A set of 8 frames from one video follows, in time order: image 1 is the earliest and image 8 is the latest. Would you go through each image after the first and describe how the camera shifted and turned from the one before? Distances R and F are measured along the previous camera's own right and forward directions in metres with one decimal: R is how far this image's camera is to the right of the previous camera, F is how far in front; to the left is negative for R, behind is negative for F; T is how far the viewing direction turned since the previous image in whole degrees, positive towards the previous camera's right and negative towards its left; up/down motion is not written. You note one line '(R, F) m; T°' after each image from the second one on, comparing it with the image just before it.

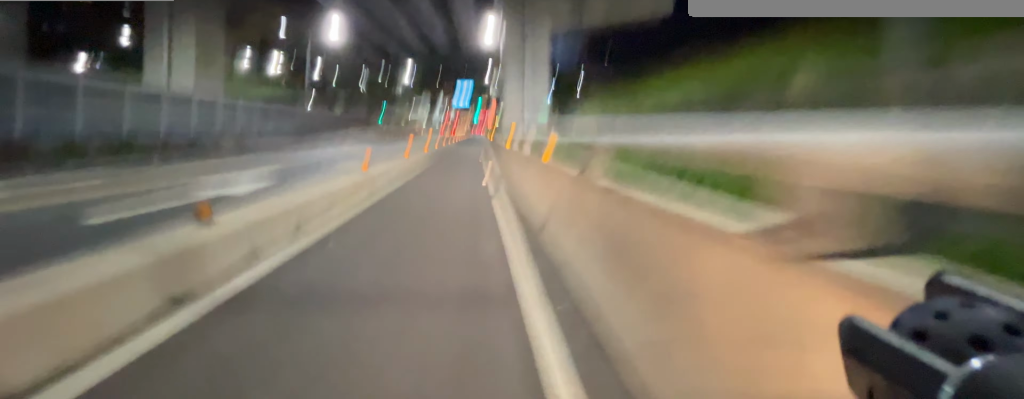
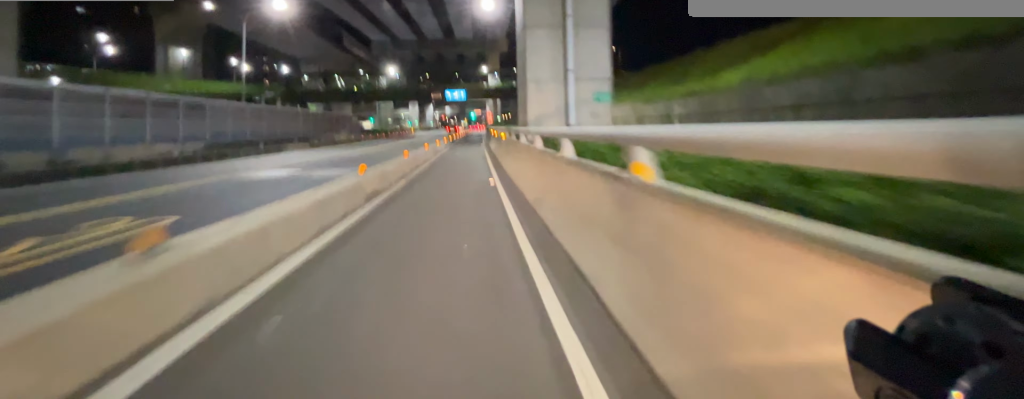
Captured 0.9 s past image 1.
(0.0, +12.0) m; 0°
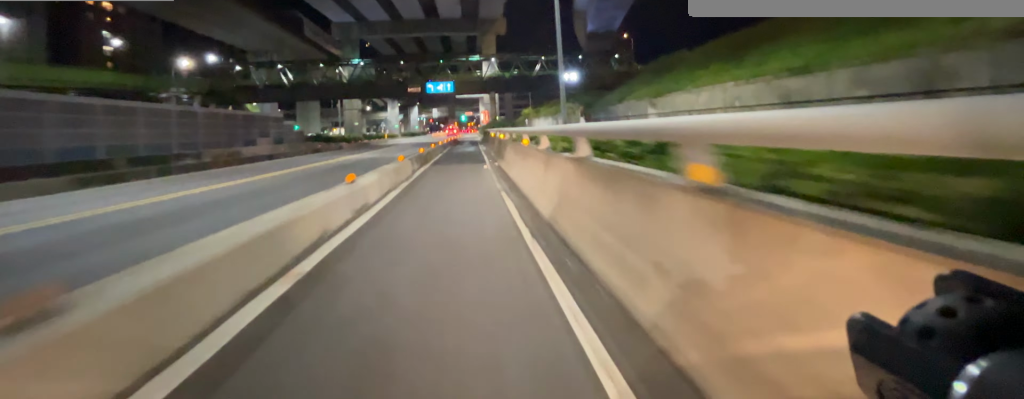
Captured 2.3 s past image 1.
(-0.2, +16.3) m; -2°
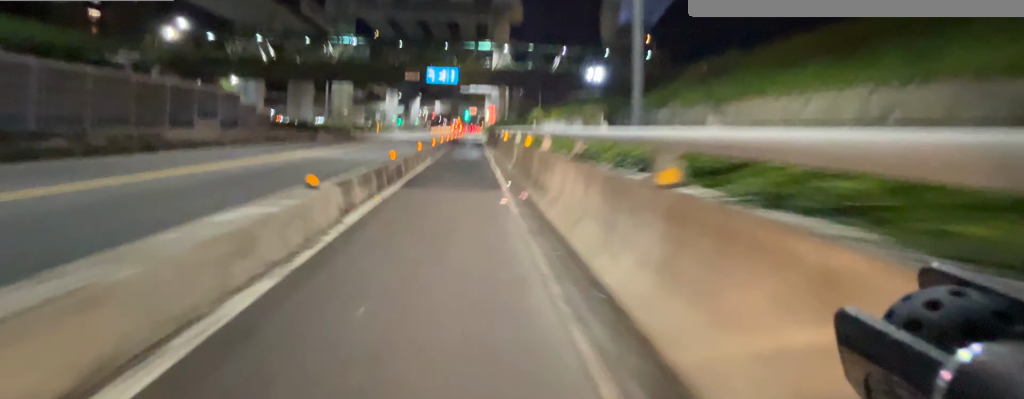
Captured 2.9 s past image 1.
(0.0, +6.8) m; 0°
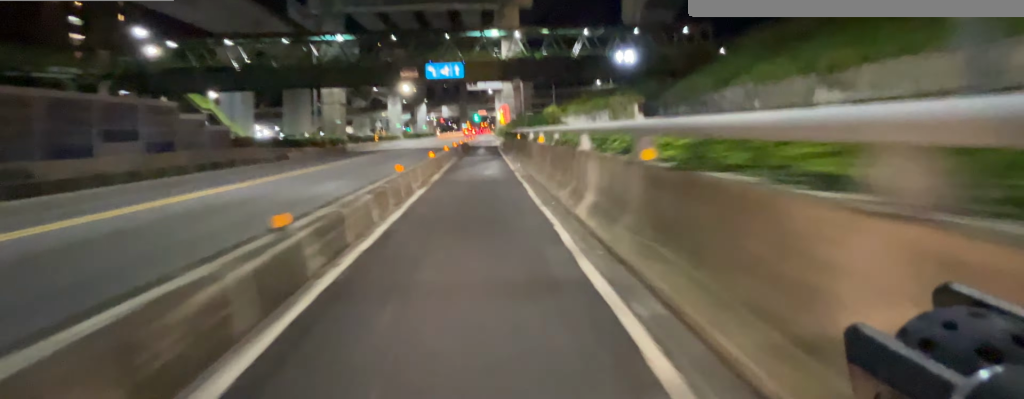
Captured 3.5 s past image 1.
(0.0, +6.3) m; 0°
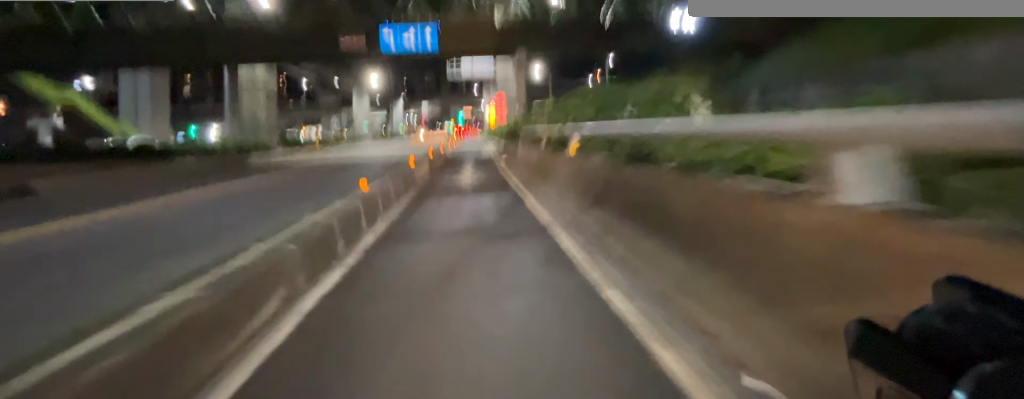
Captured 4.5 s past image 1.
(+0.1, +11.7) m; 0°
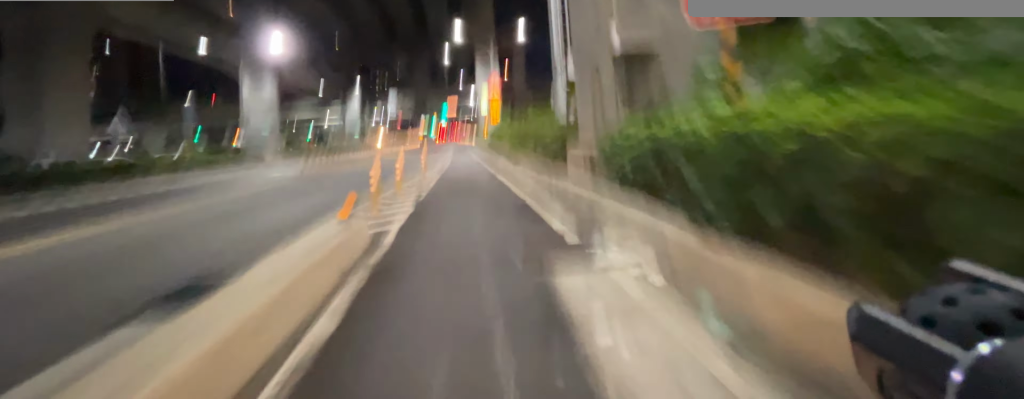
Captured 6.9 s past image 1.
(-0.3, +24.4) m; -1°
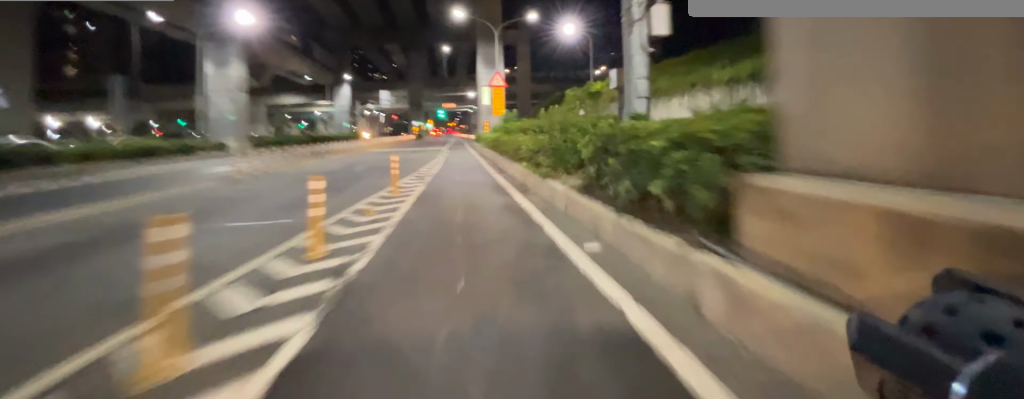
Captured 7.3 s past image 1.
(0.0, +4.3) m; 0°
